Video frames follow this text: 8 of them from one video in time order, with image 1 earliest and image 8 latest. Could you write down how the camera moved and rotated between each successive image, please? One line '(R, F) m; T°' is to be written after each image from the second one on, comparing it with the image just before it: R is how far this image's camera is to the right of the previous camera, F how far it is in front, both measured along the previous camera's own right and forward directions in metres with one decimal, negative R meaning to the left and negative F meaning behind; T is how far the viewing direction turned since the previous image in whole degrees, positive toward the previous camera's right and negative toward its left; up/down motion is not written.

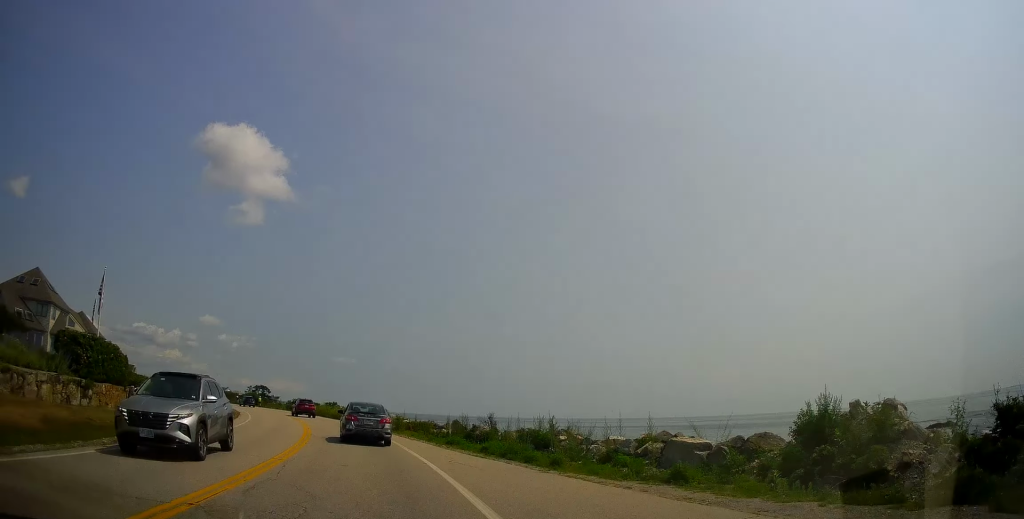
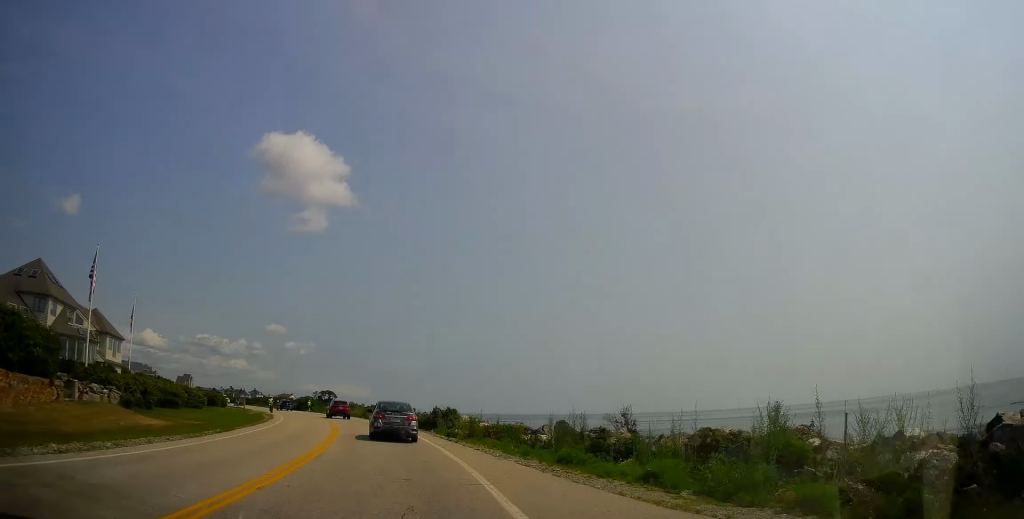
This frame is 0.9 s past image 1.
(-0.4, +10.7) m; -5°
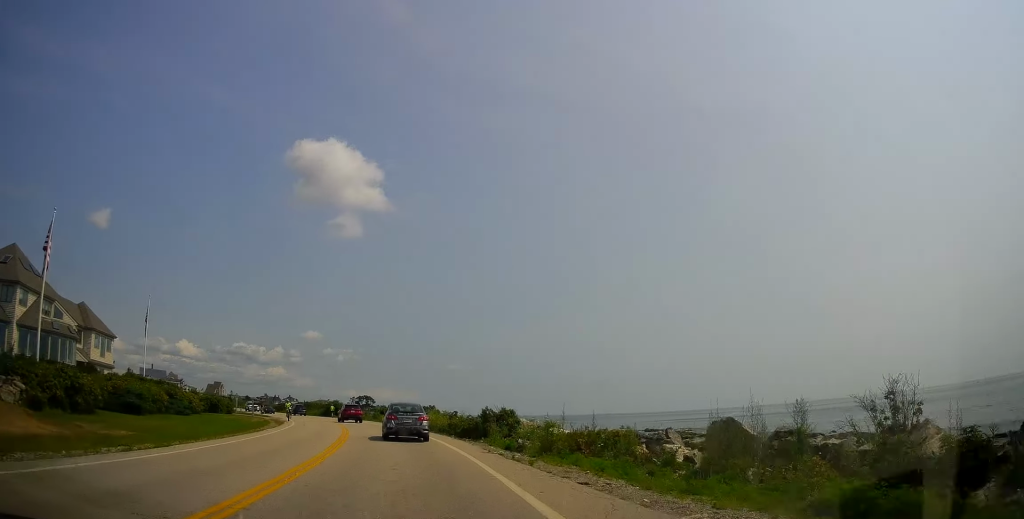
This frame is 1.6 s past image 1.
(-0.5, +9.5) m; -6°
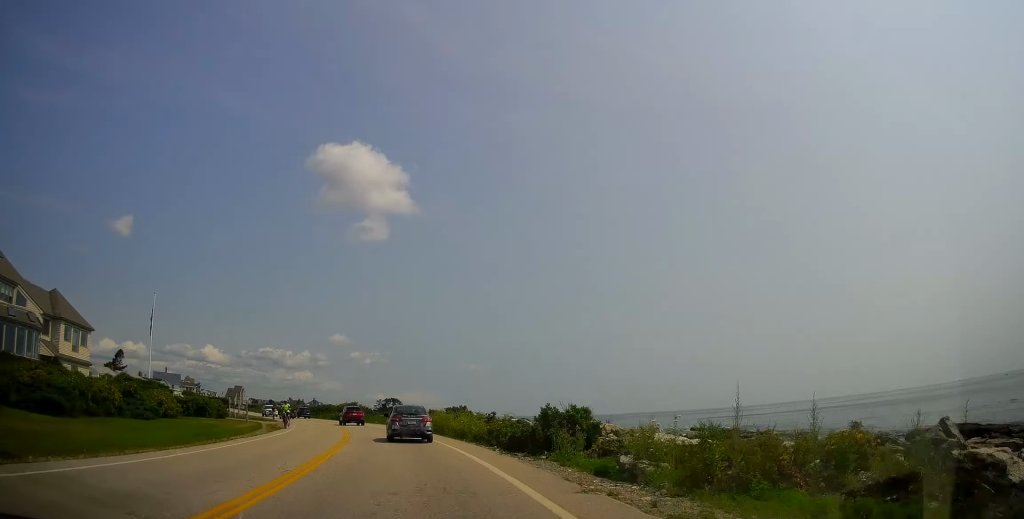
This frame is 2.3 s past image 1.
(-0.4, +8.7) m; -6°
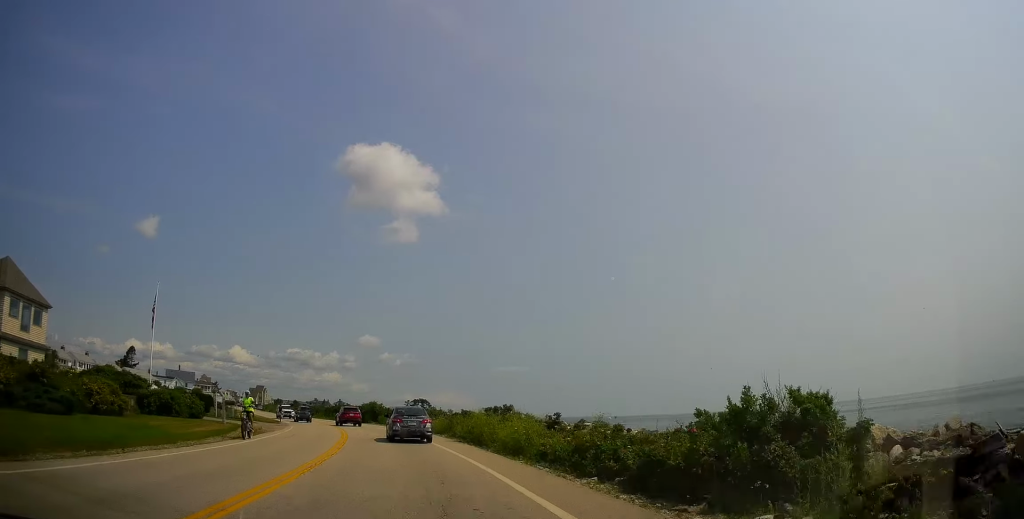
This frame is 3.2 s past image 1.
(-0.7, +10.4) m; -4°
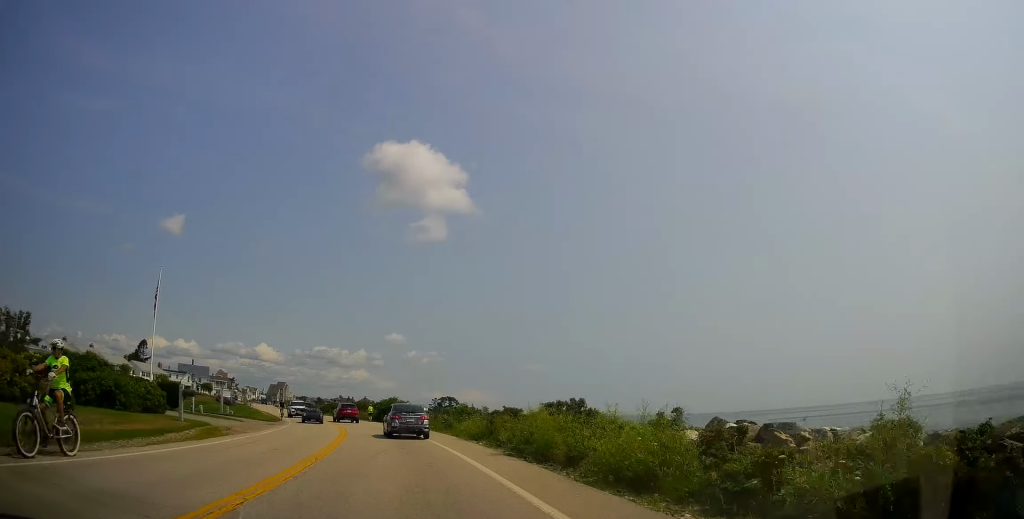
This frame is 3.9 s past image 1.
(0.0, +9.3) m; 0°
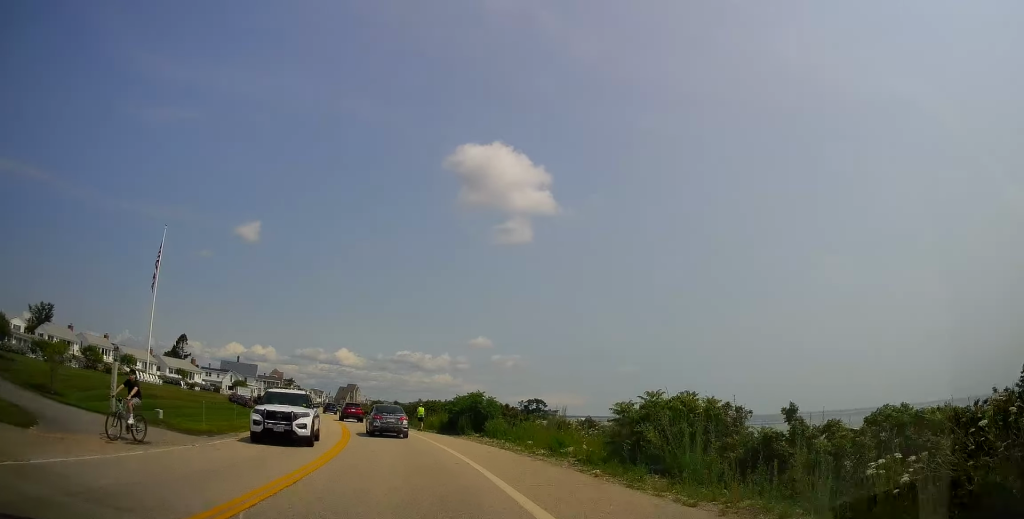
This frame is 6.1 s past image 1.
(-1.0, +24.6) m; -8°
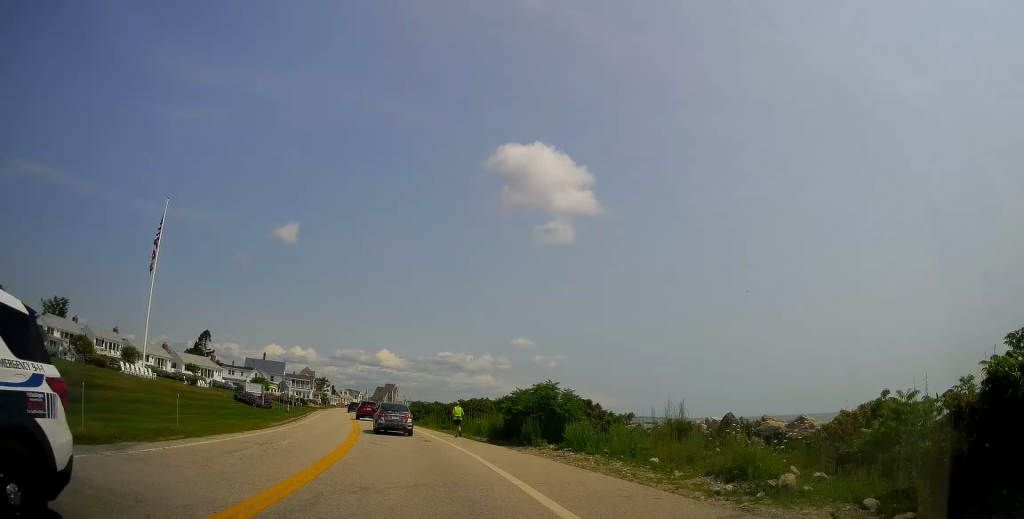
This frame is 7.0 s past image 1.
(-0.6, +10.8) m; -5°
